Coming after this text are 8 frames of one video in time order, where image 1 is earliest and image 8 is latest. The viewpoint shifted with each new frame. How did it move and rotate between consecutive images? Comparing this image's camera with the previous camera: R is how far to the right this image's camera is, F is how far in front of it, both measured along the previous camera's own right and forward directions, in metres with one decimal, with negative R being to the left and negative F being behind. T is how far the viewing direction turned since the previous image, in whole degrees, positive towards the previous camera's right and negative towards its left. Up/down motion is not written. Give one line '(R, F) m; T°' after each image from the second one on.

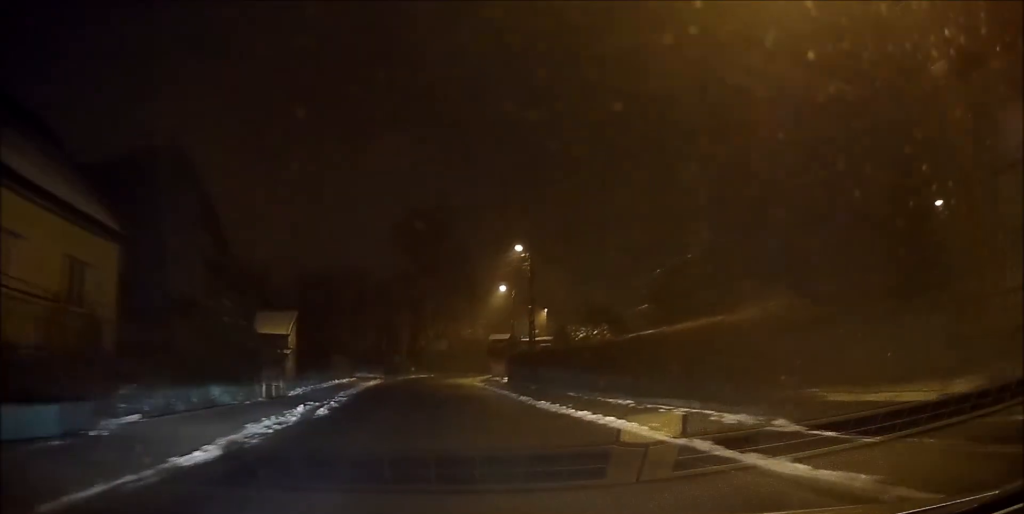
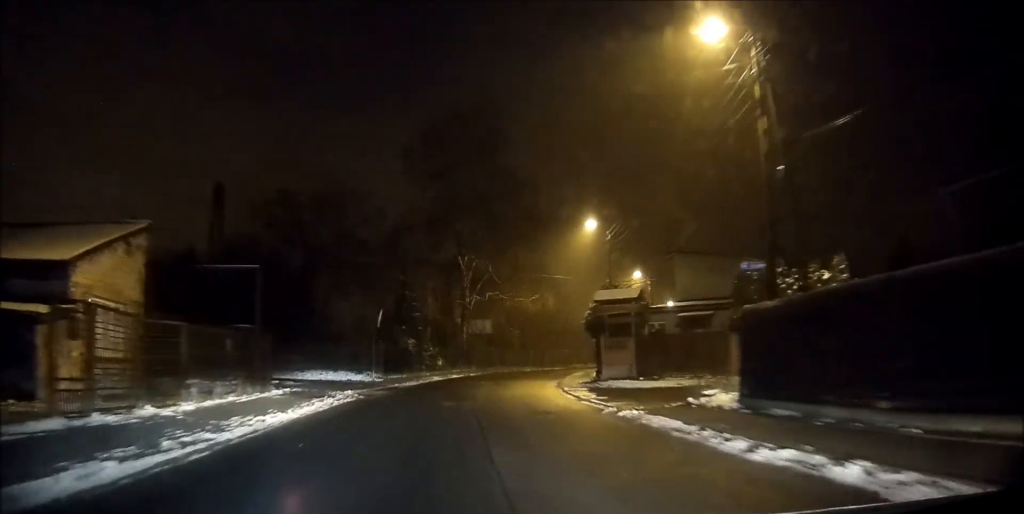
(-1.1, +28.8) m; -2°
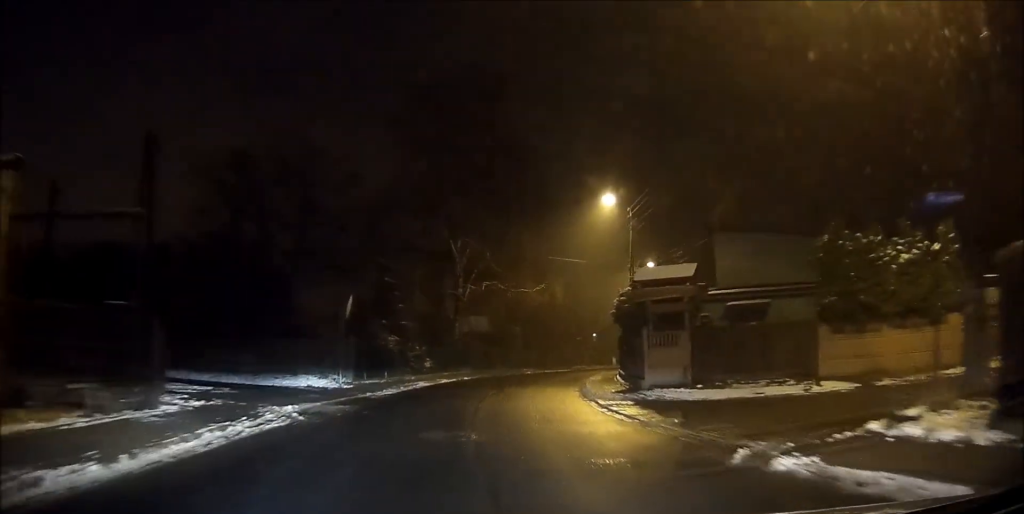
(0.0, +6.9) m; +3°
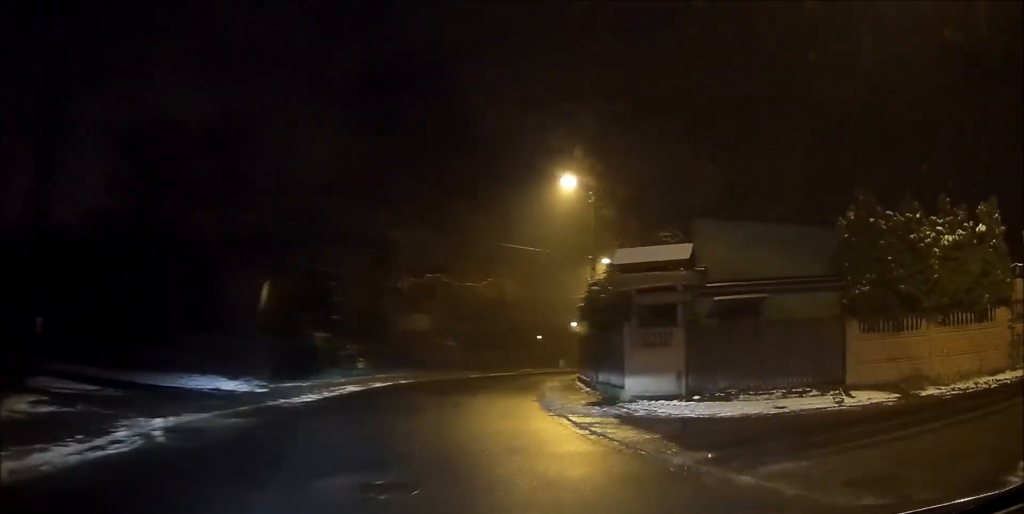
(+0.2, +4.4) m; +6°
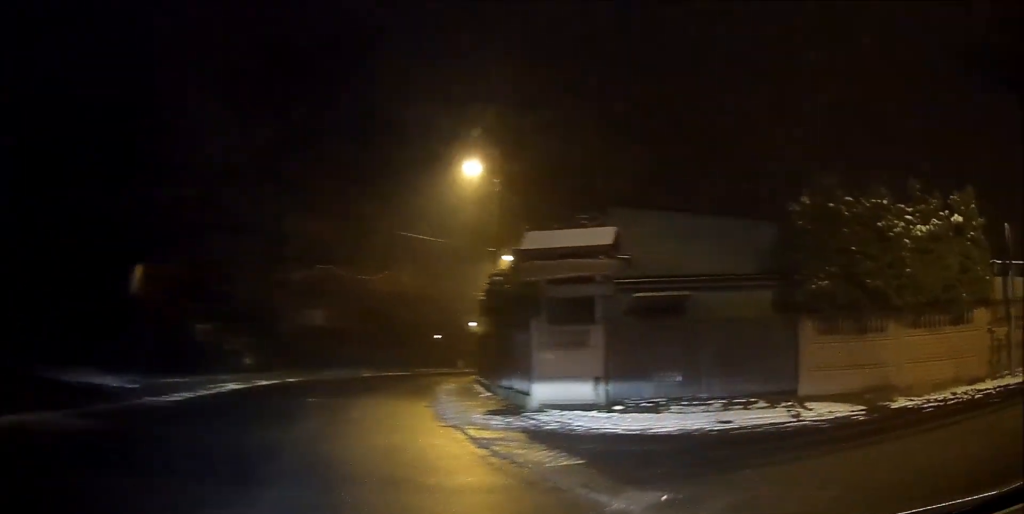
(+0.2, +2.6) m; +11°
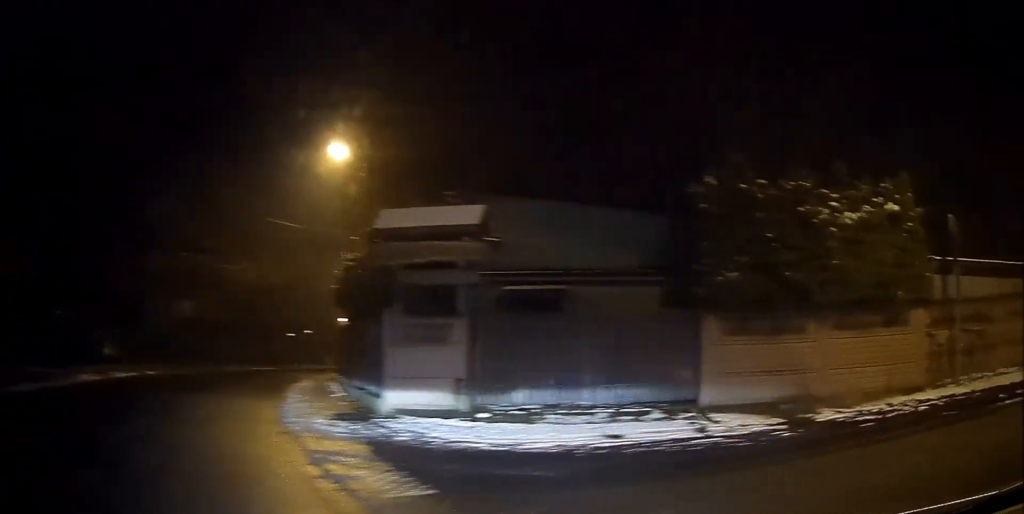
(-0.2, +2.2) m; +11°
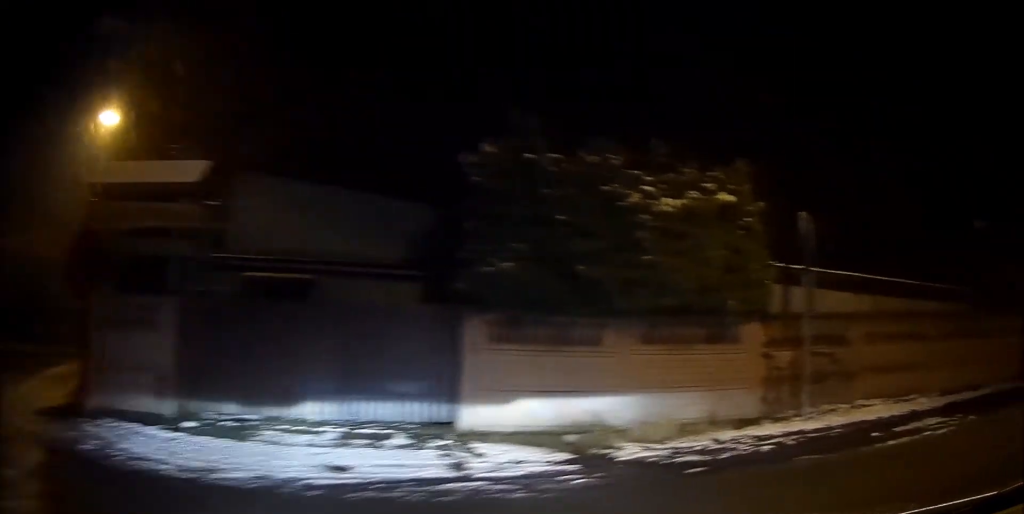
(+0.9, +2.4) m; +25°
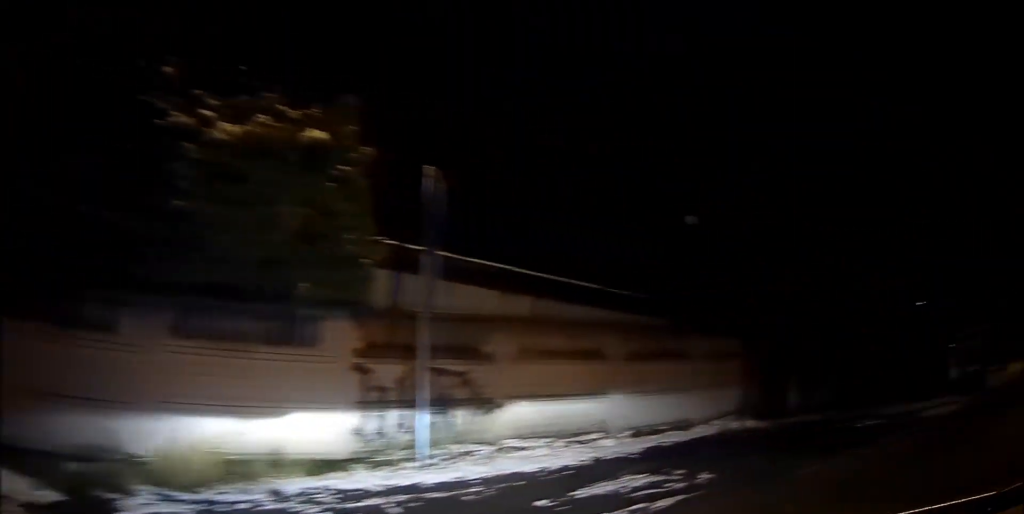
(+1.1, +3.4) m; +33°
